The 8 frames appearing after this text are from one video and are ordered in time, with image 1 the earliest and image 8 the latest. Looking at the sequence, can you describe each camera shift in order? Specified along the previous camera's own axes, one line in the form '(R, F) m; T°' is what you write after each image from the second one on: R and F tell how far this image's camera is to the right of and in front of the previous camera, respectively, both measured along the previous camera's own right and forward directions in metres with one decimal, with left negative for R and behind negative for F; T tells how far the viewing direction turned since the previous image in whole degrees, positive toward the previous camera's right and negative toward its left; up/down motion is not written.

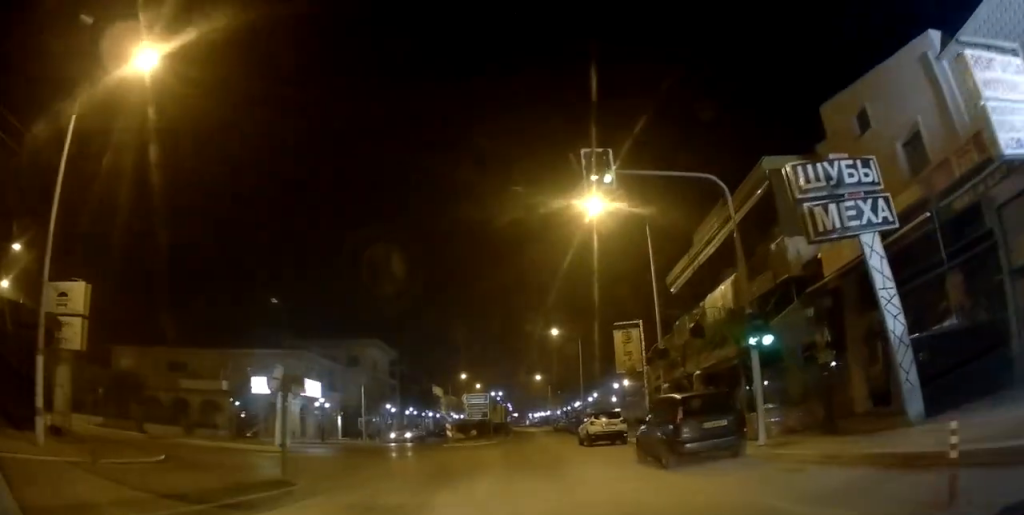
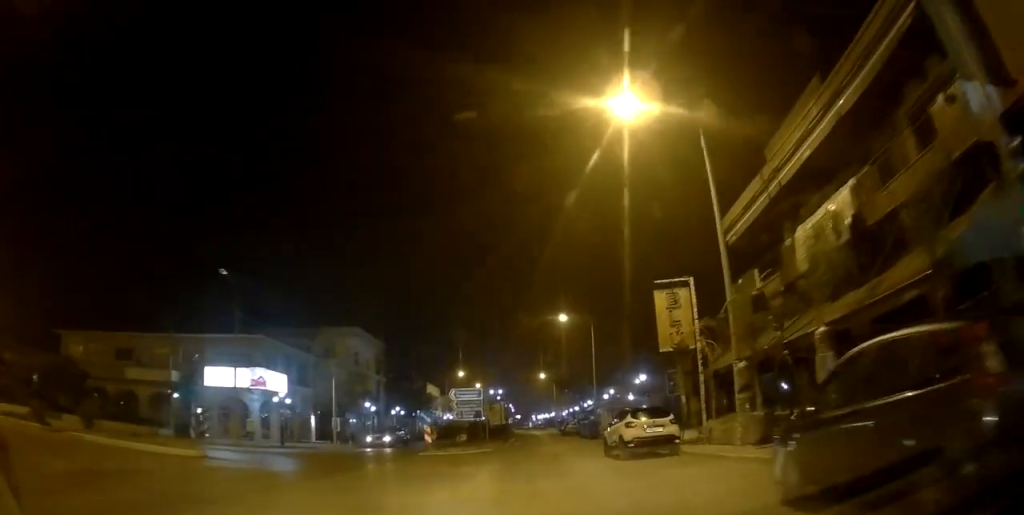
(0.0, +8.4) m; 0°
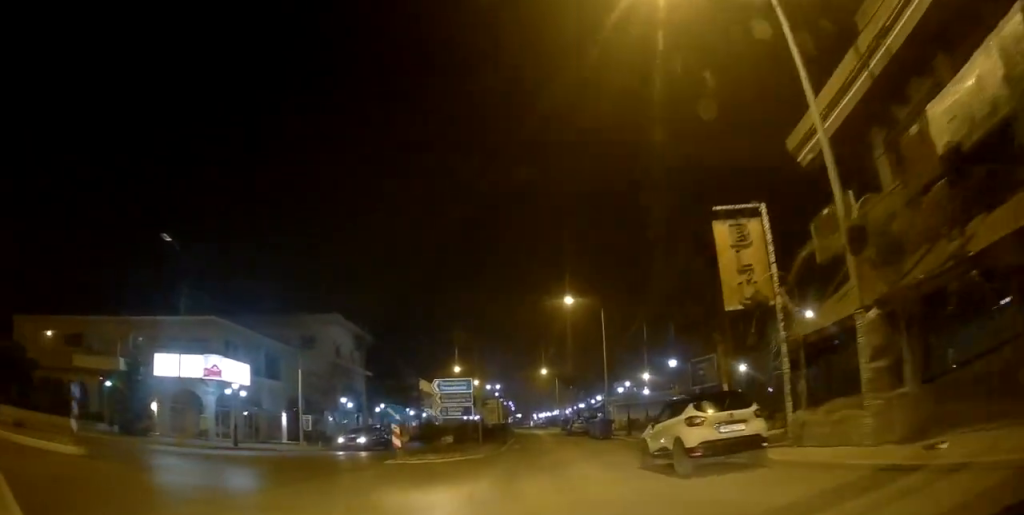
(+0.2, +6.5) m; 0°
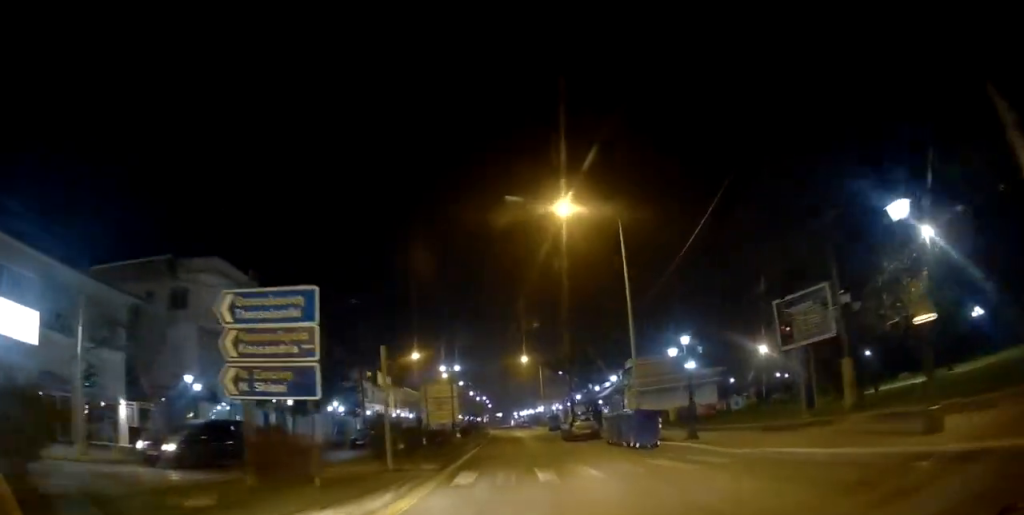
(-0.1, +17.8) m; 0°
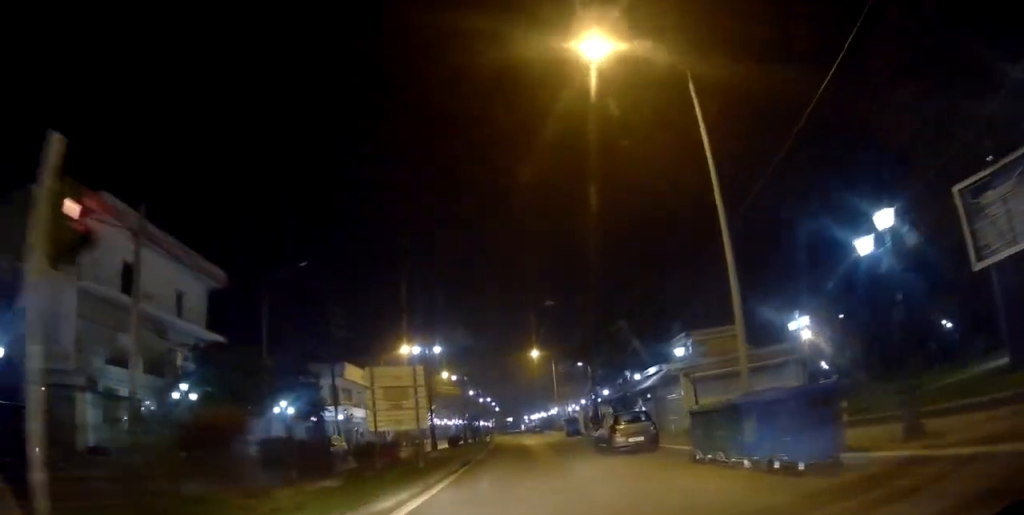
(-0.2, +11.6) m; 0°
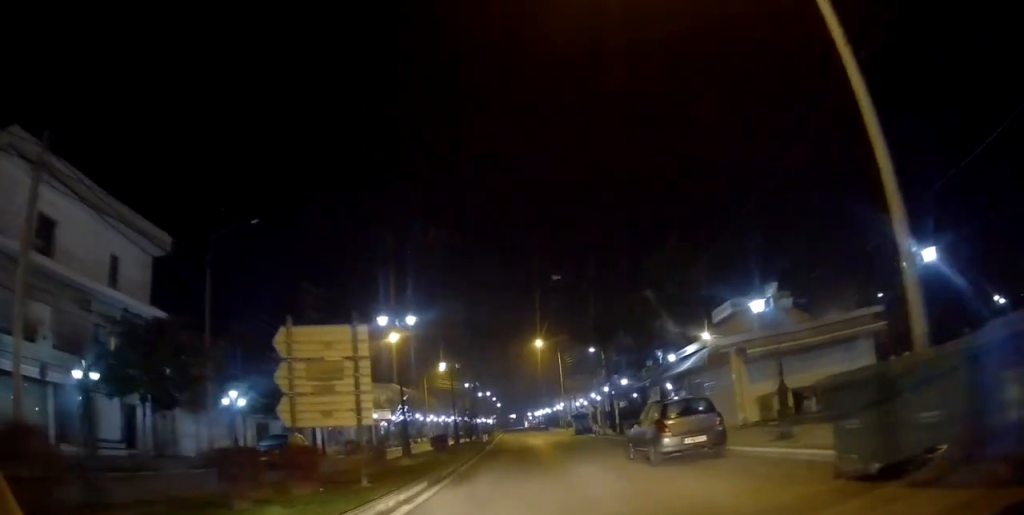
(+0.1, +6.5) m; +1°
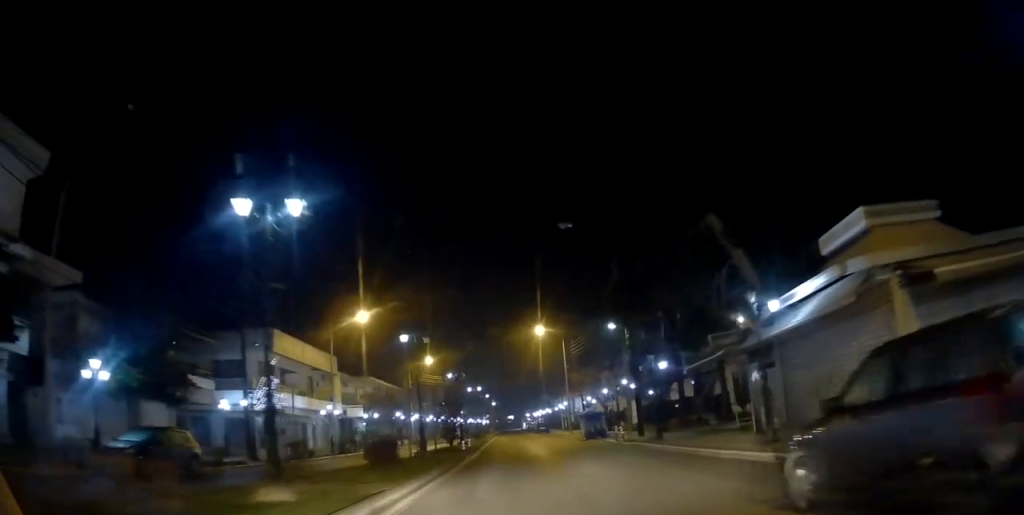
(+0.1, +10.2) m; +1°
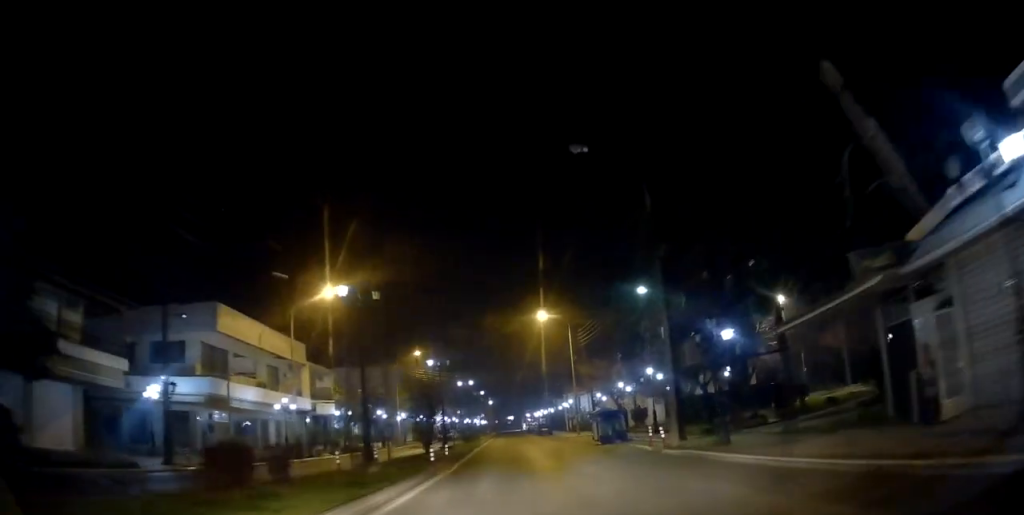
(0.0, +7.7) m; 0°
